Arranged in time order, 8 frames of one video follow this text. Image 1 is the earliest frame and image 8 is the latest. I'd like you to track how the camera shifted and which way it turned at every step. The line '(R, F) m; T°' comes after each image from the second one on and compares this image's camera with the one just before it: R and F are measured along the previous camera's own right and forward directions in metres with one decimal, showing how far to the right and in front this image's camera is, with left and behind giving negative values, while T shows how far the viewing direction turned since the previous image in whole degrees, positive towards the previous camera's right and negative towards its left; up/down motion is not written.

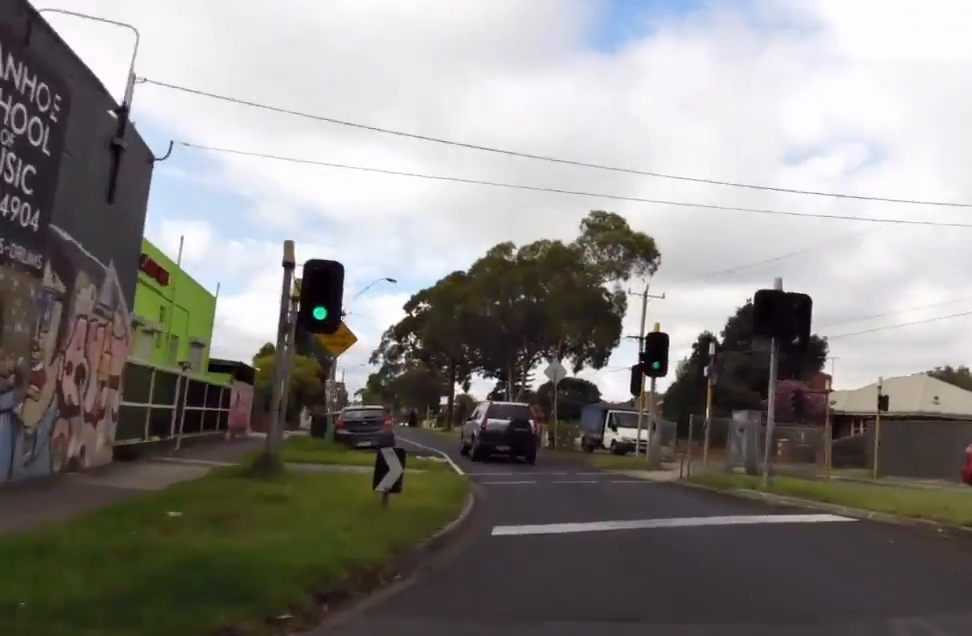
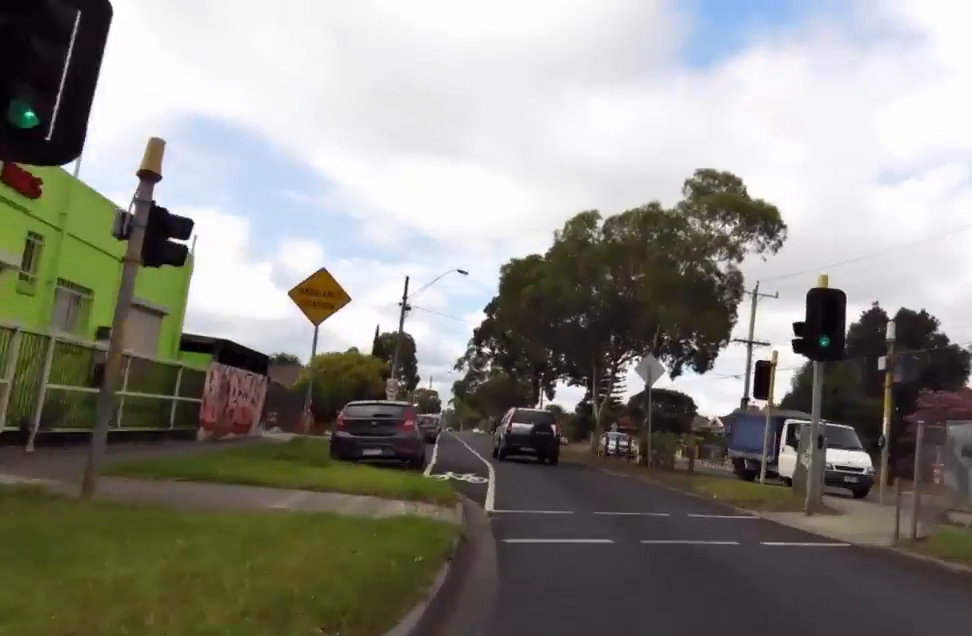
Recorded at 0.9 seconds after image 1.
(+0.1, +7.8) m; +2°
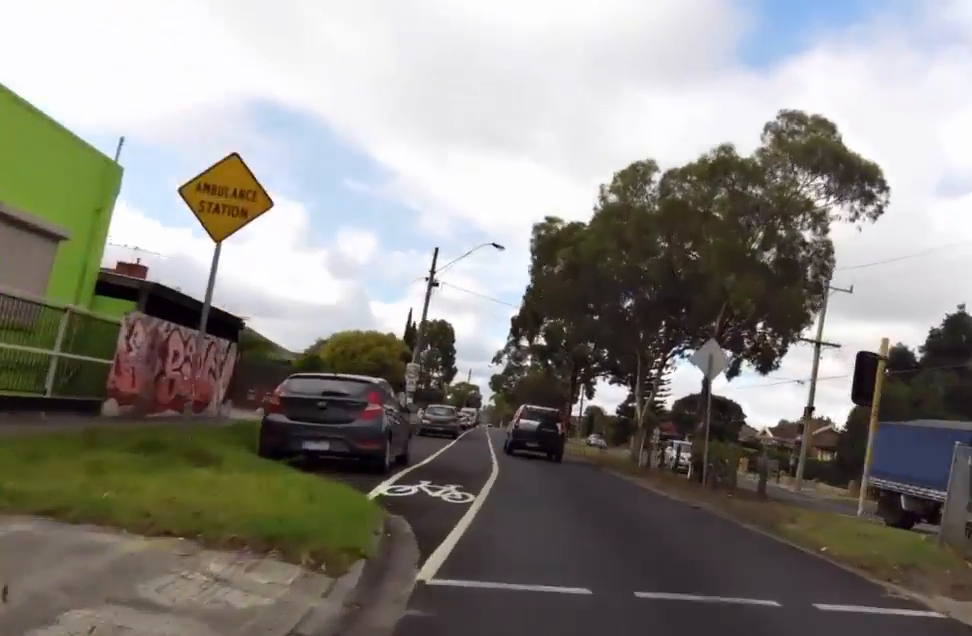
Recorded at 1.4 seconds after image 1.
(+0.2, +4.6) m; 0°
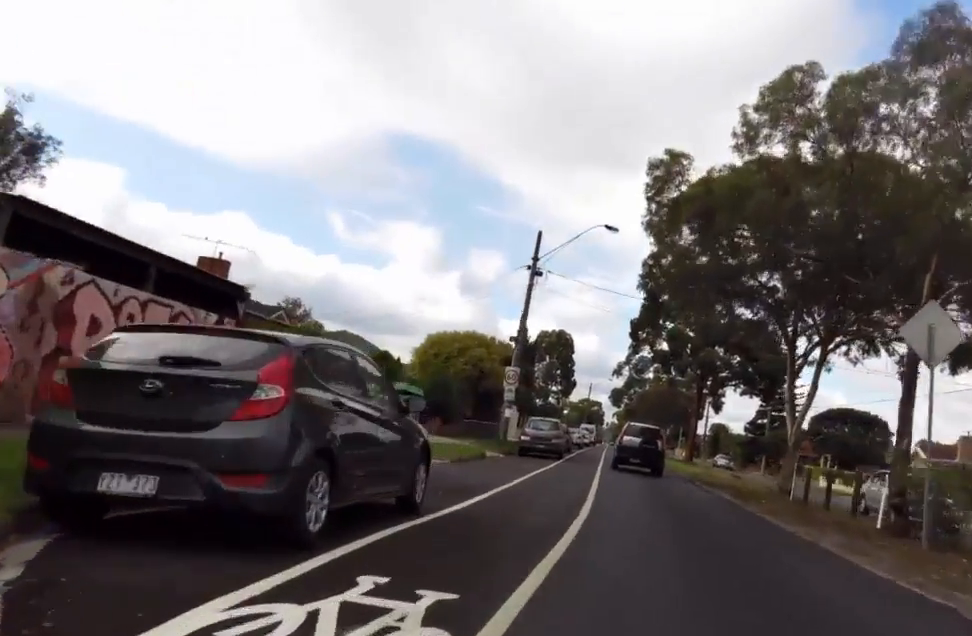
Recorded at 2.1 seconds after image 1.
(-0.1, +6.1) m; -5°
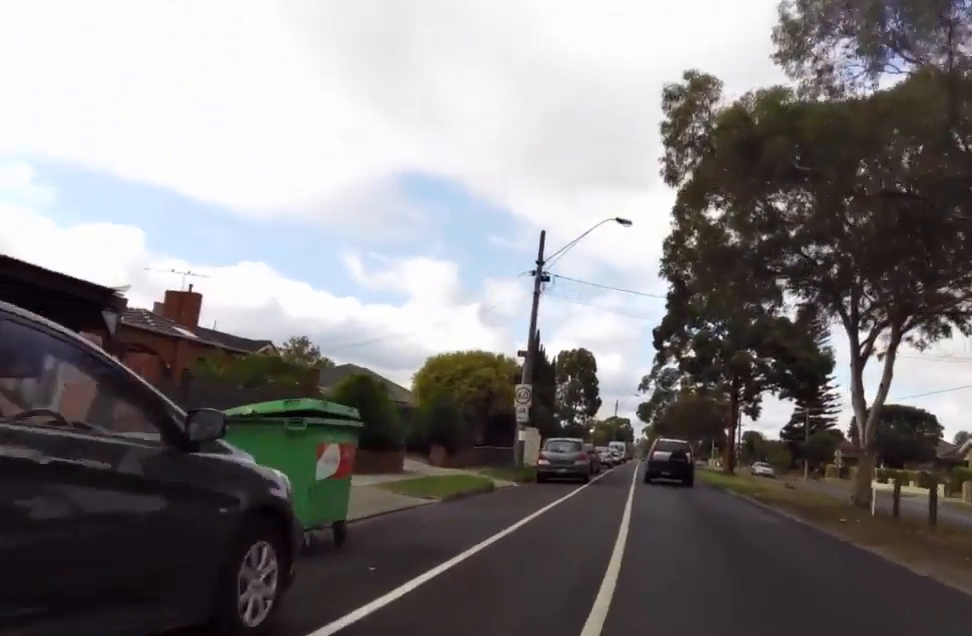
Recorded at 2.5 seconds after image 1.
(+0.1, +3.8) m; -4°
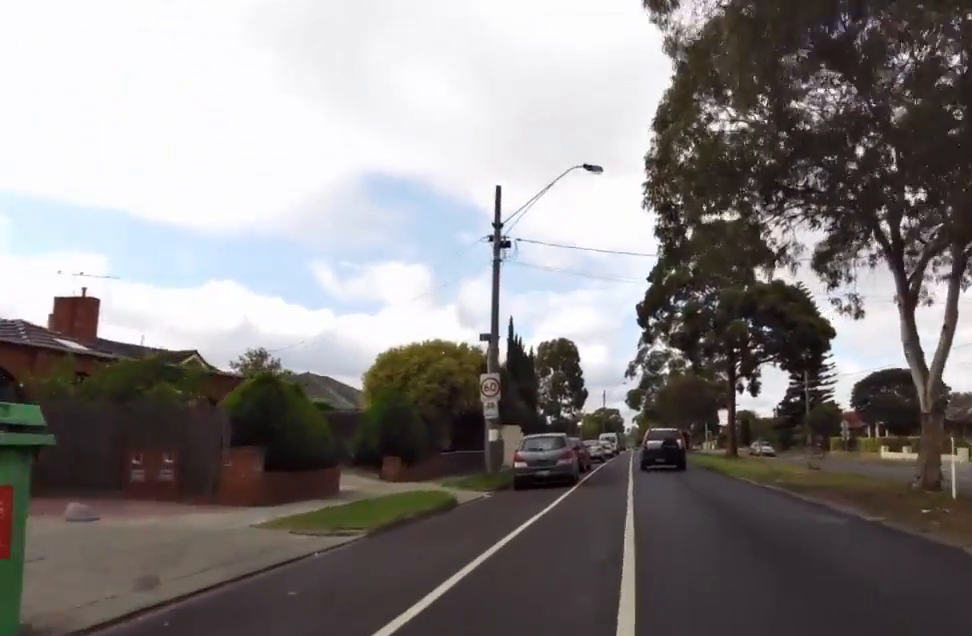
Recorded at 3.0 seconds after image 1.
(-0.4, +4.0) m; -3°
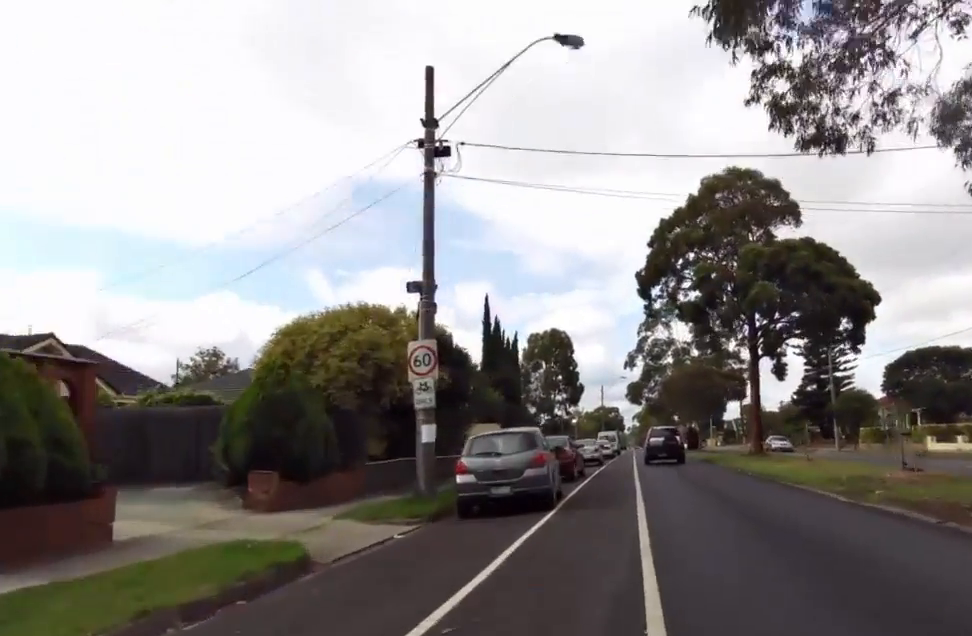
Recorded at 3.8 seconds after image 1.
(-0.5, +7.2) m; -2°
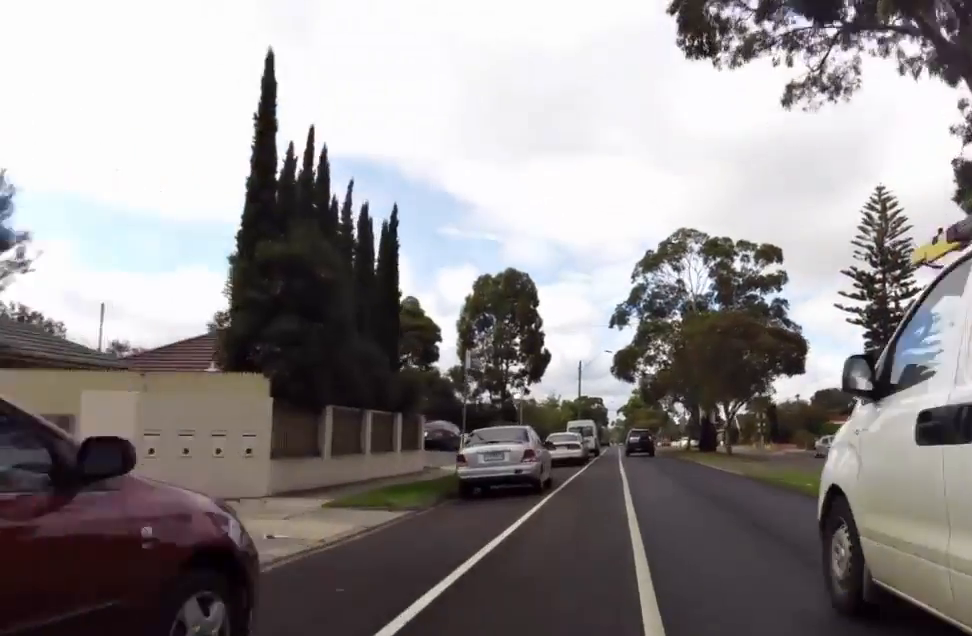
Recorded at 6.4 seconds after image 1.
(+1.3, +22.5) m; +5°
